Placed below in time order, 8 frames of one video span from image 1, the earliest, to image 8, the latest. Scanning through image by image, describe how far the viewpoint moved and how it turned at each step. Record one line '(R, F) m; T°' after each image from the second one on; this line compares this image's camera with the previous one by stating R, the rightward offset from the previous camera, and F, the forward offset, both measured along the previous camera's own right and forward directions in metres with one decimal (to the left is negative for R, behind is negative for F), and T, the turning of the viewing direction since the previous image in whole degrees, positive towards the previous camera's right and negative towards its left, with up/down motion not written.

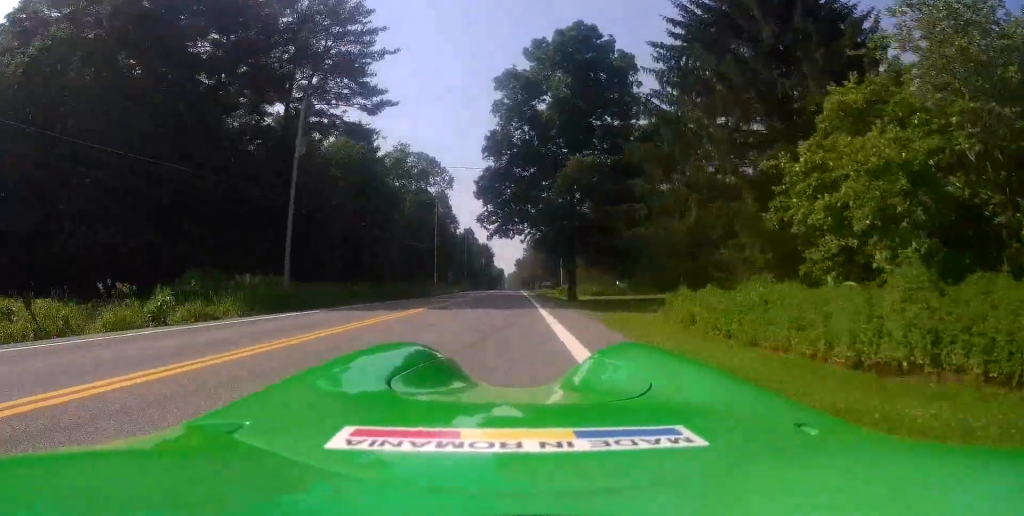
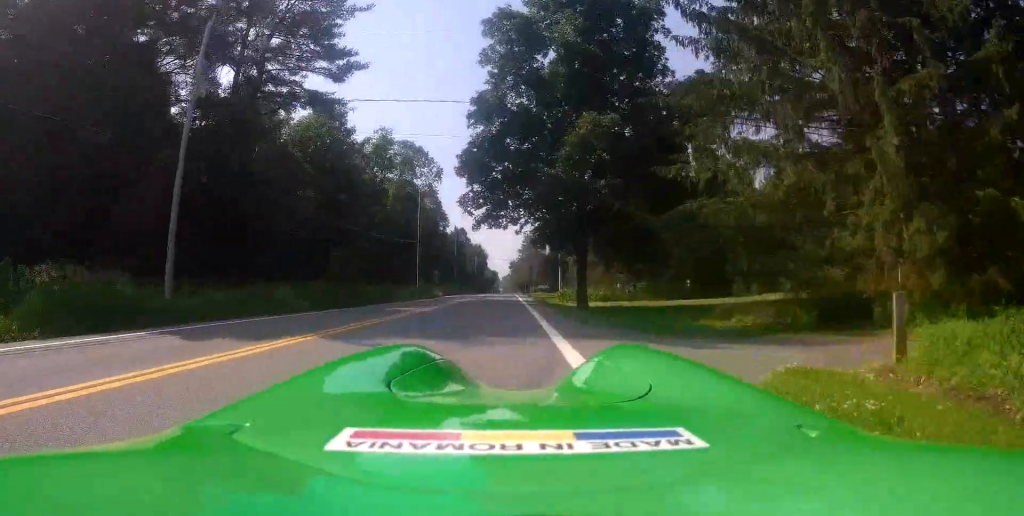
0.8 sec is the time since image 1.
(+0.2, +9.2) m; +1°
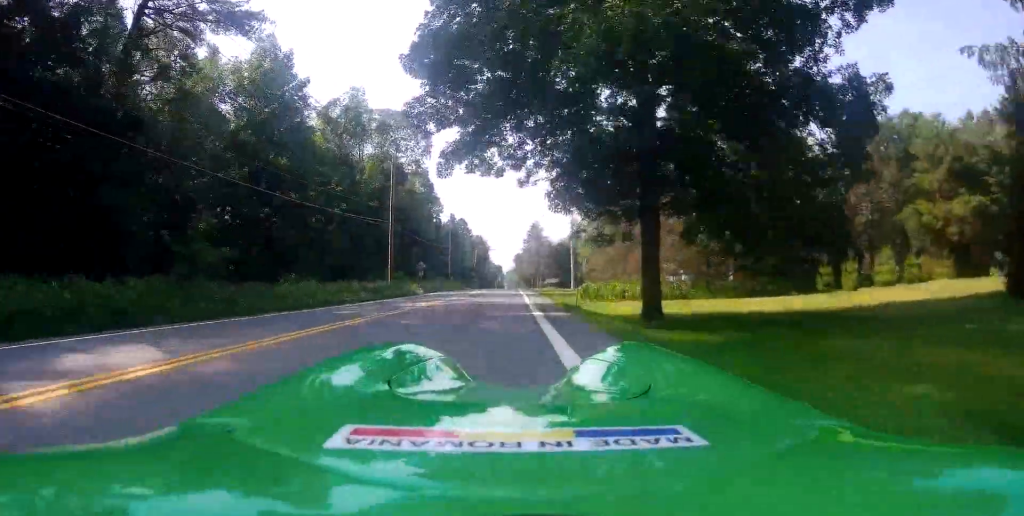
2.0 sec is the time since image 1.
(0.0, +15.2) m; -2°
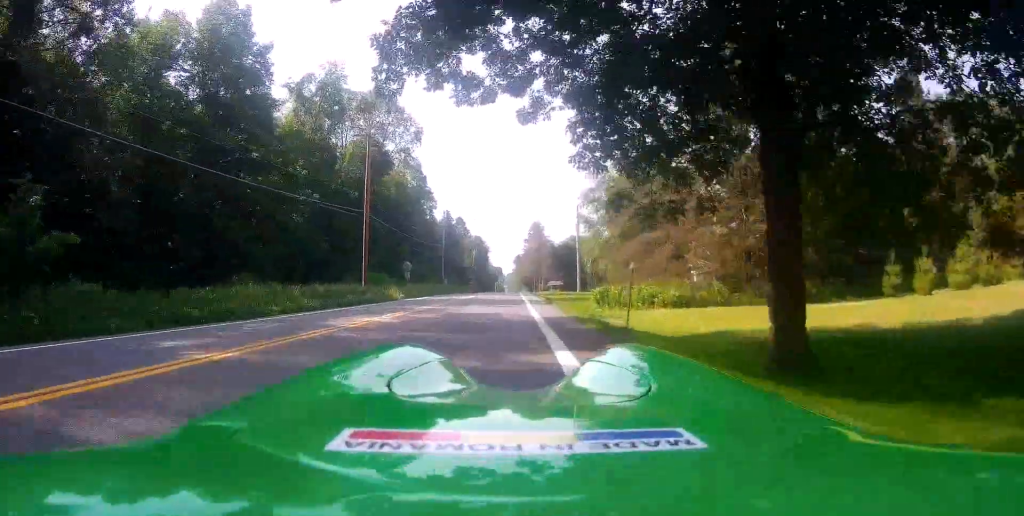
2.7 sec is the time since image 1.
(0.0, +8.0) m; -1°
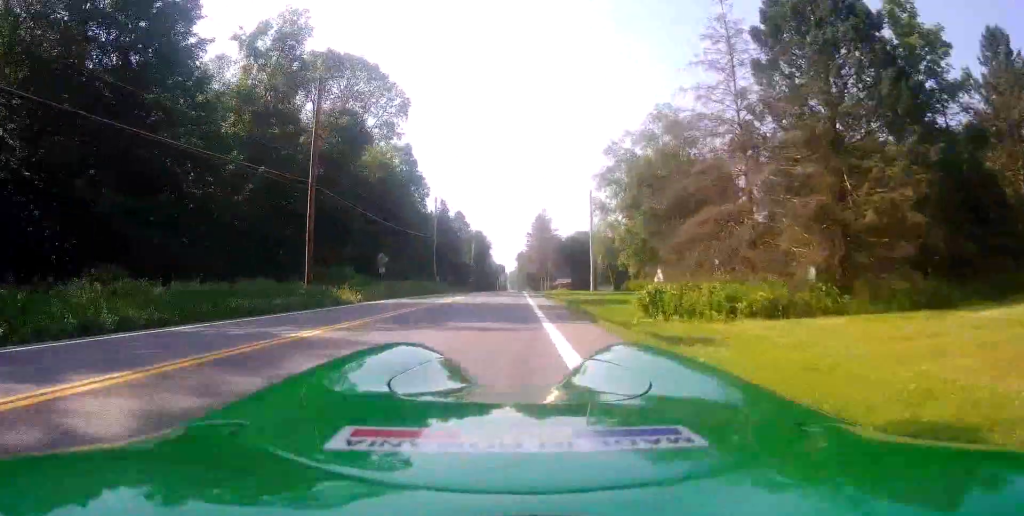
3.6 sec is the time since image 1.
(-0.4, +11.3) m; -1°
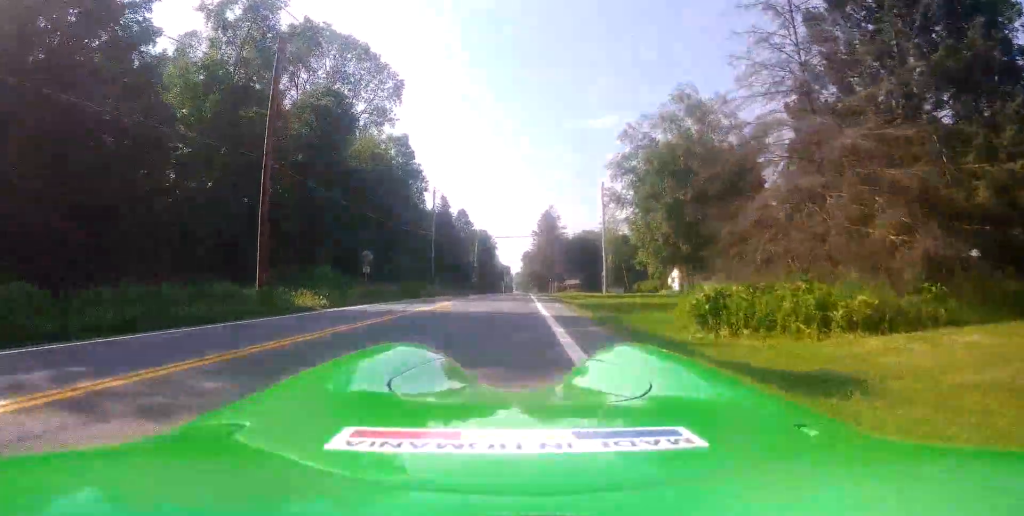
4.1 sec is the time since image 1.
(+0.2, +5.8) m; 0°
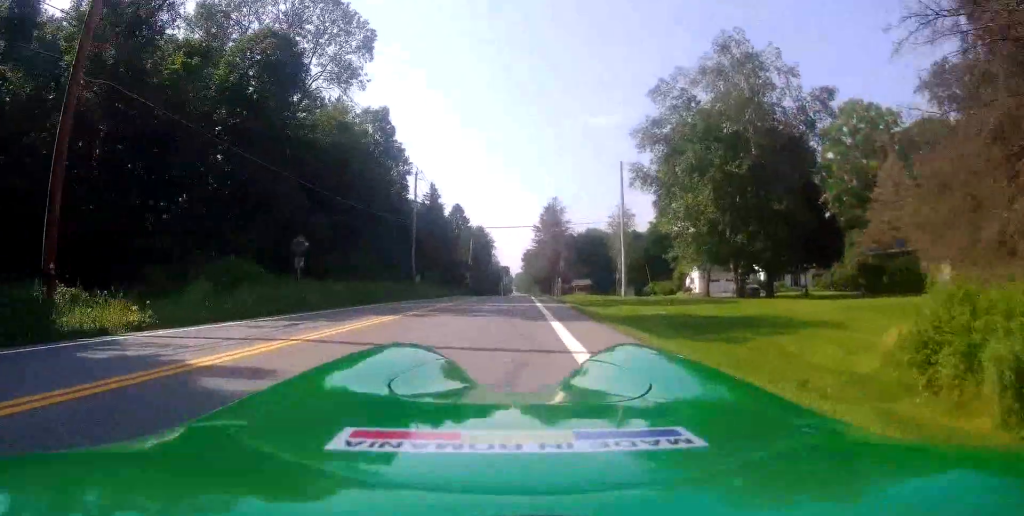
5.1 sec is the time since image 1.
(-0.1, +11.2) m; -1°
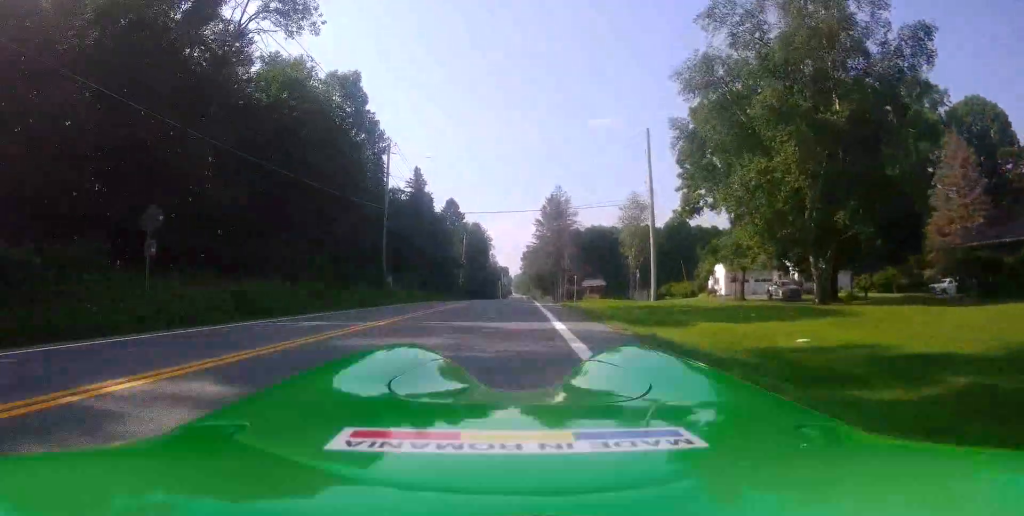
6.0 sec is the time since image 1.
(-0.1, +11.0) m; 0°
